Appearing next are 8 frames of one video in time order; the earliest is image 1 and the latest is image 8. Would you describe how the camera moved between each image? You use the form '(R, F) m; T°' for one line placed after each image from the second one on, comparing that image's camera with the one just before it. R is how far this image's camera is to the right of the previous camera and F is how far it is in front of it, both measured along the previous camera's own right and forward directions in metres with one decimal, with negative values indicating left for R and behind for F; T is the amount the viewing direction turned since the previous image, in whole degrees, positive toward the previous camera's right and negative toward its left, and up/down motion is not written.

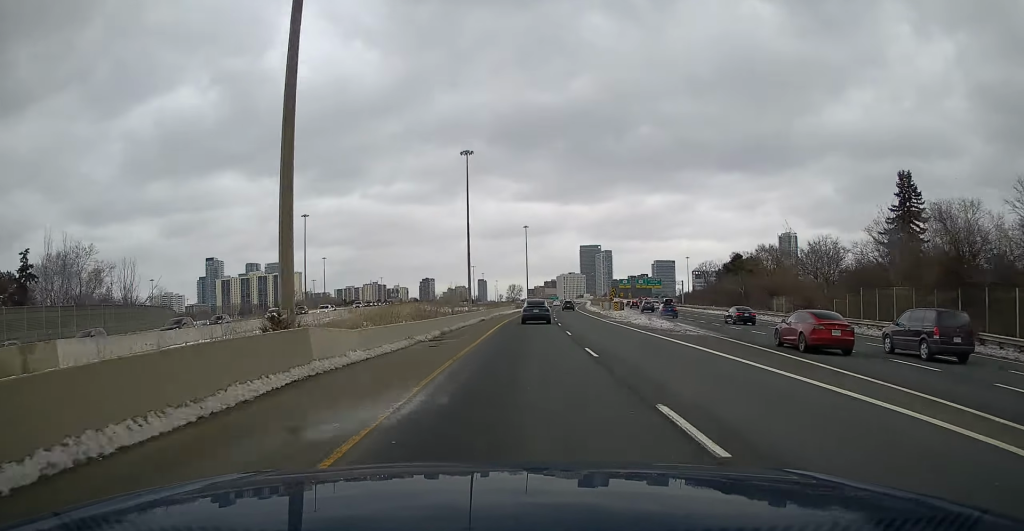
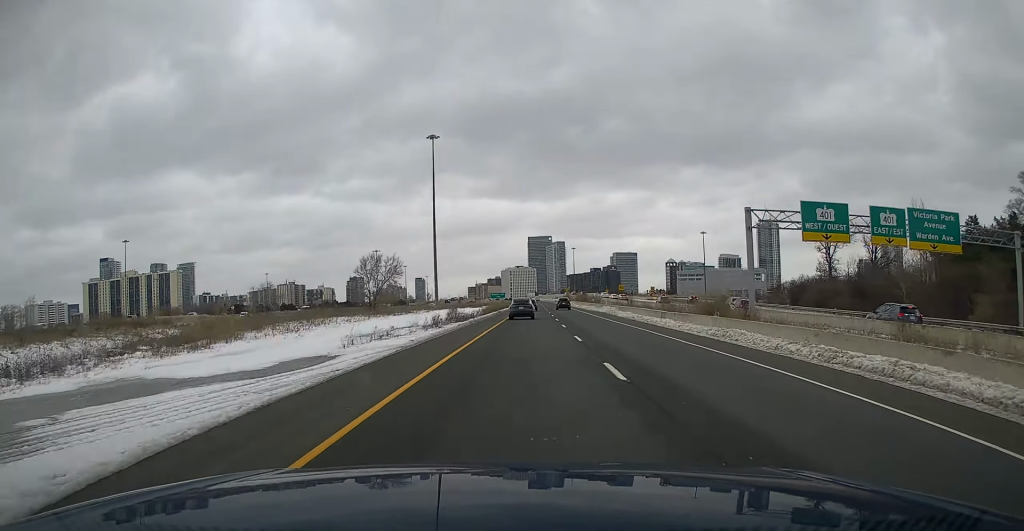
(+7.7, +164.3) m; +4°
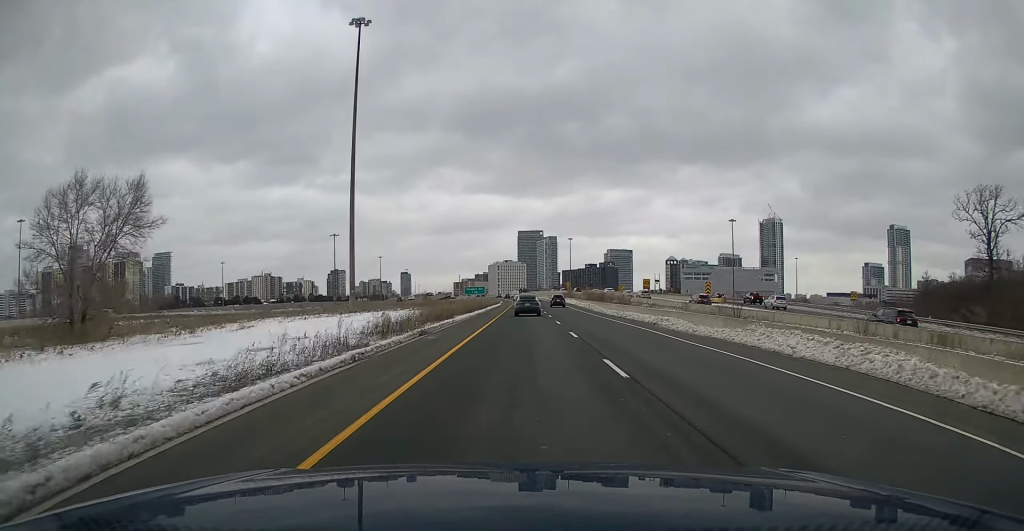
(+0.4, +55.9) m; 0°
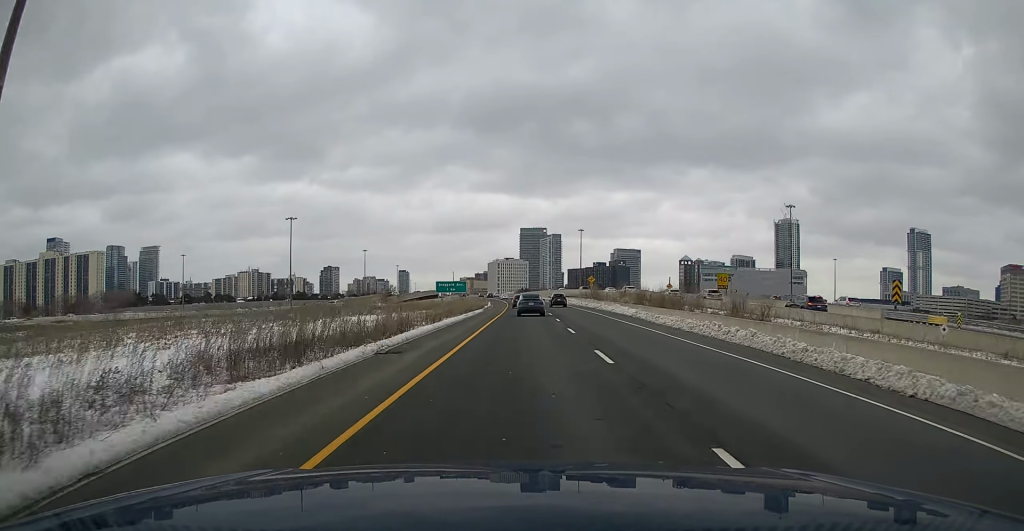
(+0.3, +54.3) m; 0°
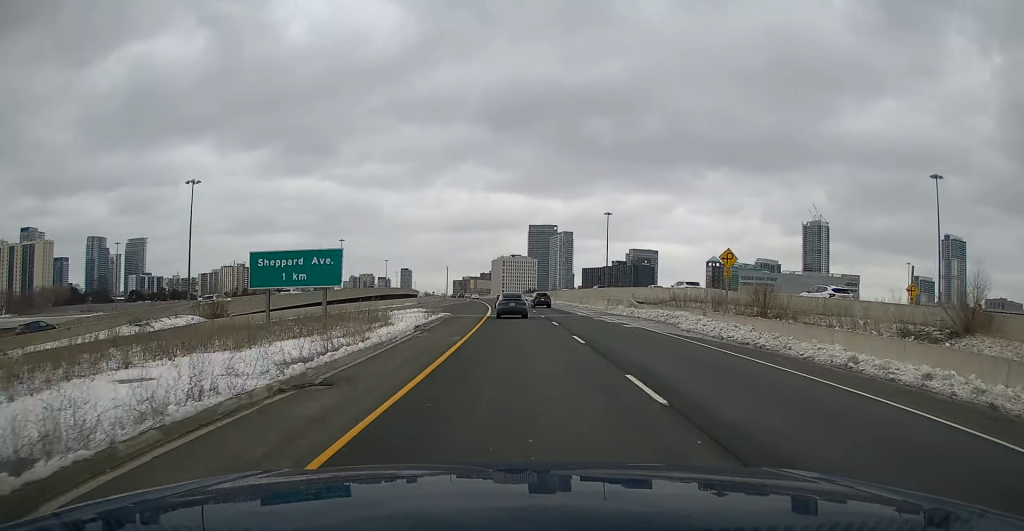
(-0.5, +73.9) m; -2°
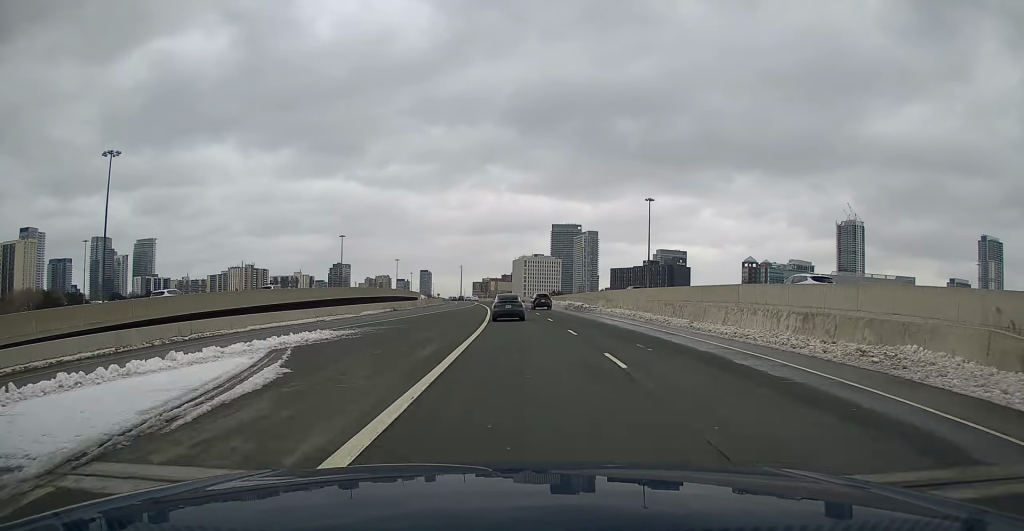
(-0.5, +42.2) m; -2°
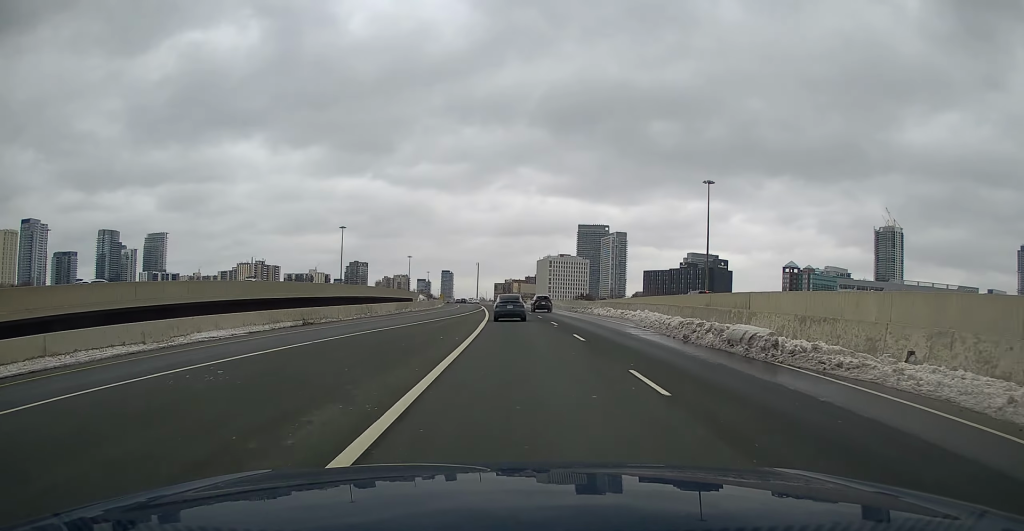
(-0.3, +41.9) m; -2°
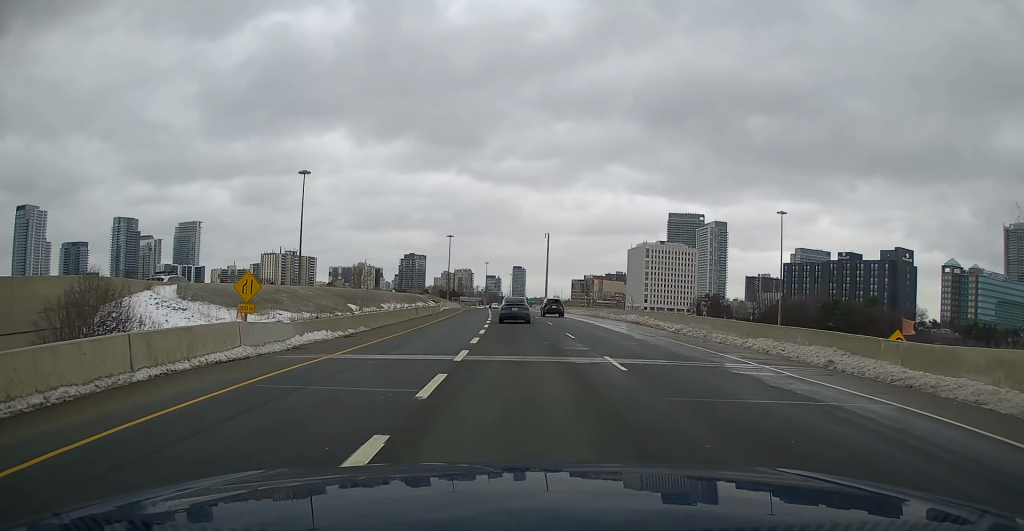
(-7.5, +130.2) m; -6°
